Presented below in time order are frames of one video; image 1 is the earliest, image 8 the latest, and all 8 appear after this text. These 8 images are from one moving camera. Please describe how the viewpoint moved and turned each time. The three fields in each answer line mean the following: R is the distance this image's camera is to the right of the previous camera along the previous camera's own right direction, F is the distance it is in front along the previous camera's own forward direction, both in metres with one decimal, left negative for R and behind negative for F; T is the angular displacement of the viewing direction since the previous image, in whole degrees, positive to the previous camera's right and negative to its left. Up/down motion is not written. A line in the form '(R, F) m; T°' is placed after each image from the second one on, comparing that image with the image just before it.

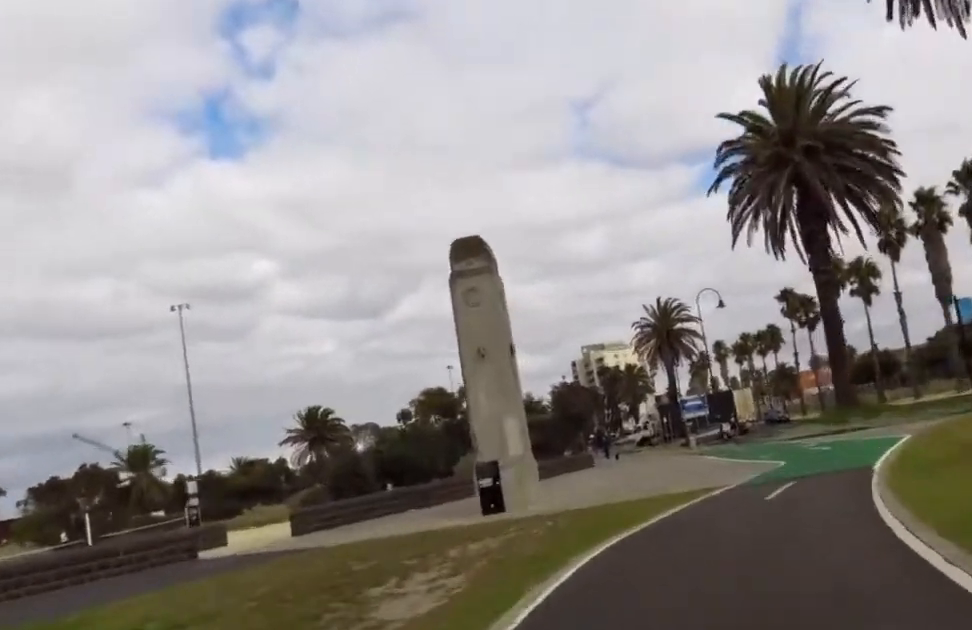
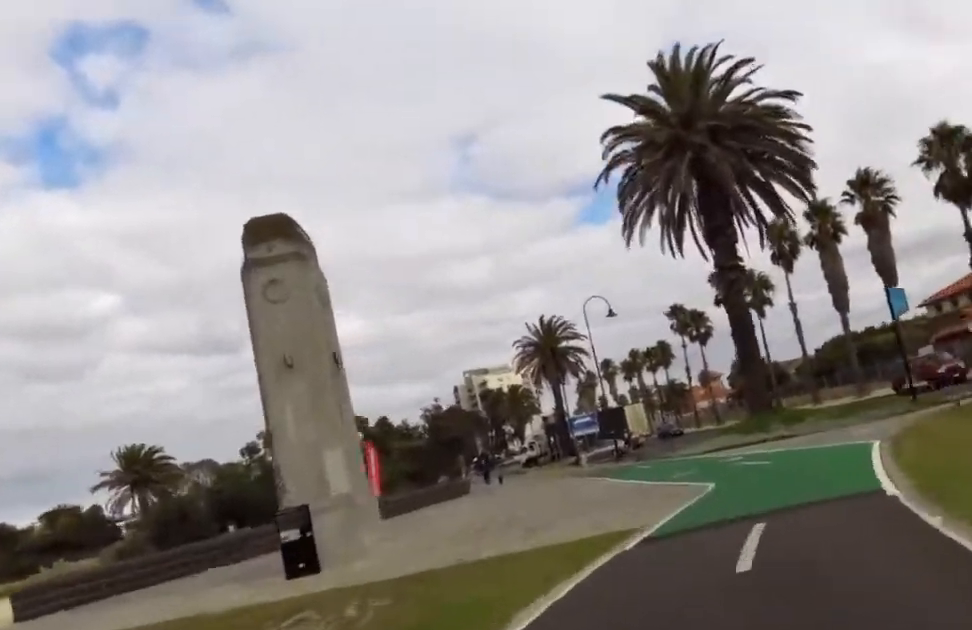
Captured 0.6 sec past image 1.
(+0.7, +4.4) m; +11°
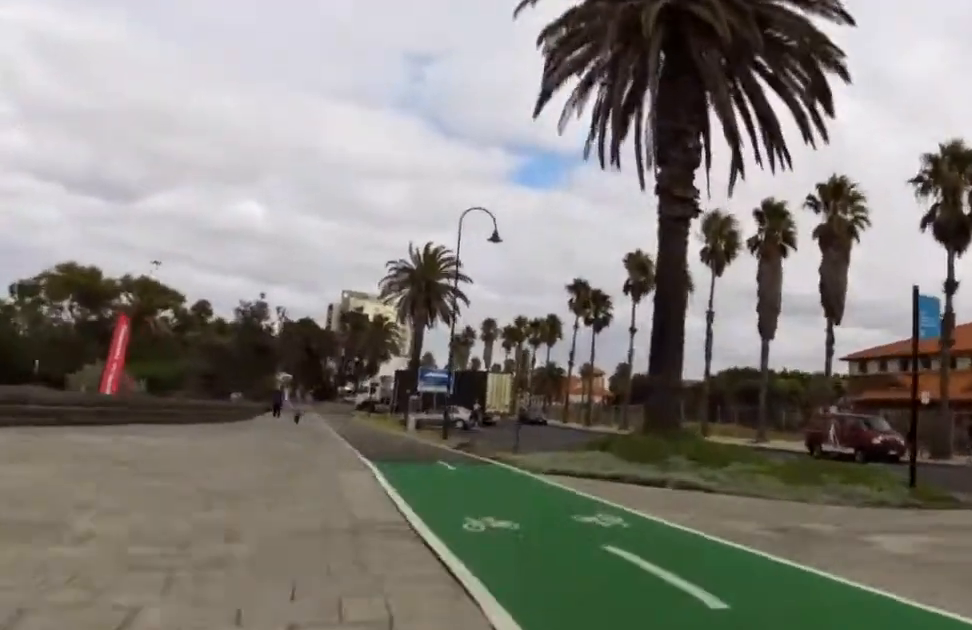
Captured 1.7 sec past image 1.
(+1.6, +8.5) m; +6°
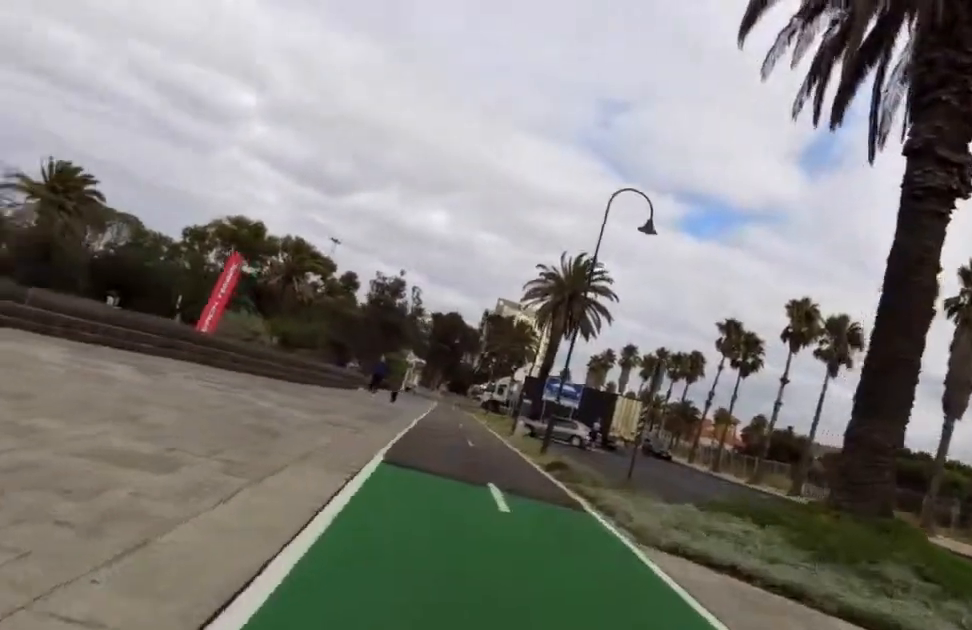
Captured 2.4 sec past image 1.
(-0.2, +5.6) m; -6°
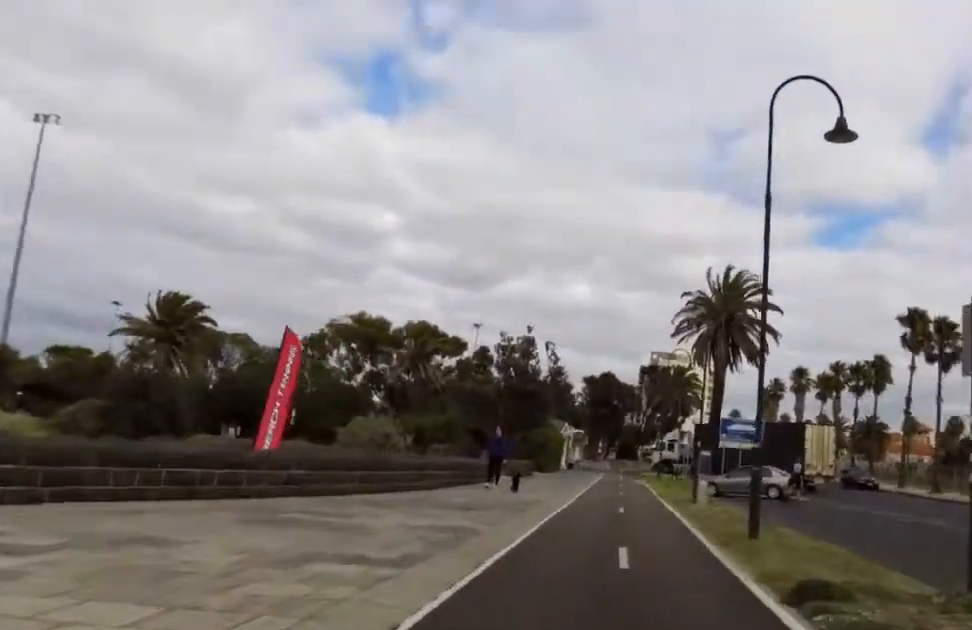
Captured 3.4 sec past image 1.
(-0.5, +7.5) m; -4°
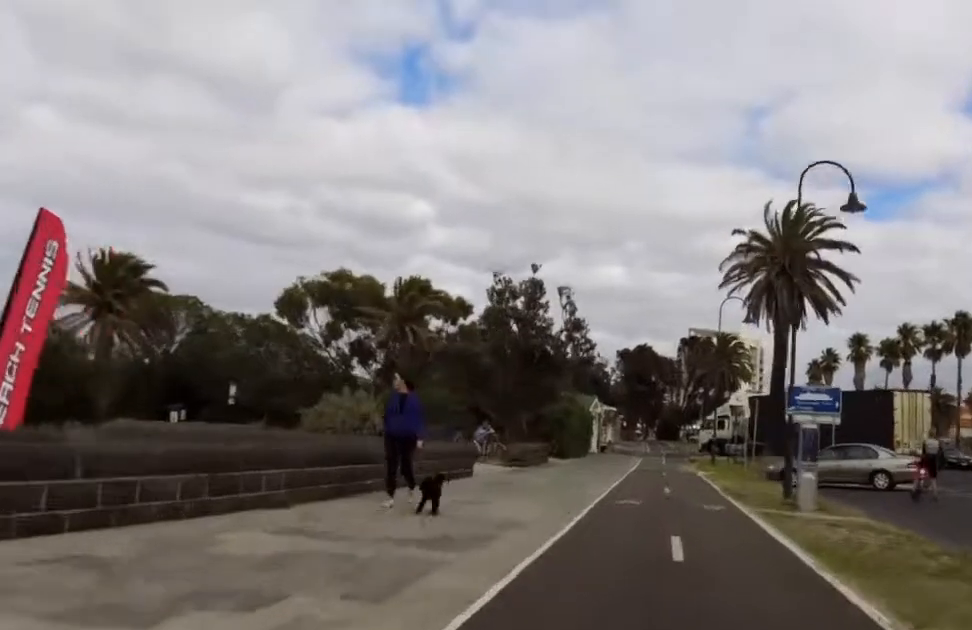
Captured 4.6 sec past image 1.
(0.0, +9.4) m; -4°
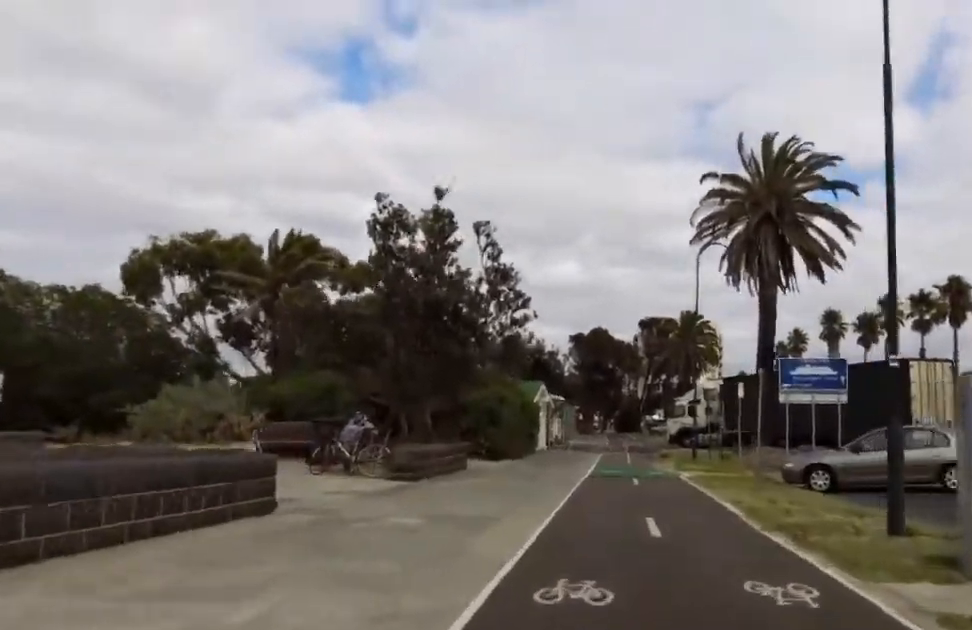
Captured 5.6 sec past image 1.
(-0.5, +7.9) m; -7°
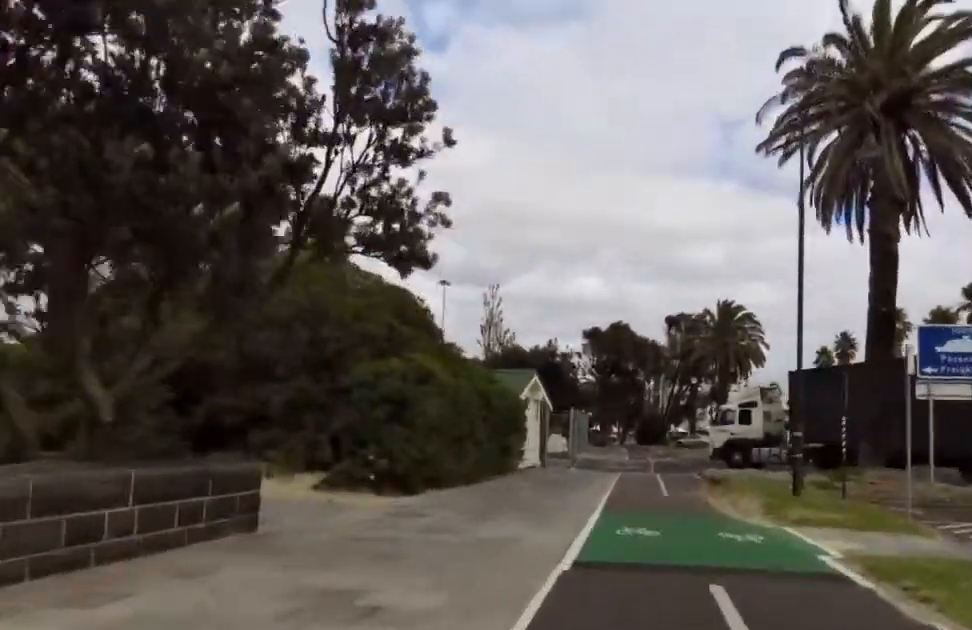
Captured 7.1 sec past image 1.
(0.0, +12.3) m; +7°
